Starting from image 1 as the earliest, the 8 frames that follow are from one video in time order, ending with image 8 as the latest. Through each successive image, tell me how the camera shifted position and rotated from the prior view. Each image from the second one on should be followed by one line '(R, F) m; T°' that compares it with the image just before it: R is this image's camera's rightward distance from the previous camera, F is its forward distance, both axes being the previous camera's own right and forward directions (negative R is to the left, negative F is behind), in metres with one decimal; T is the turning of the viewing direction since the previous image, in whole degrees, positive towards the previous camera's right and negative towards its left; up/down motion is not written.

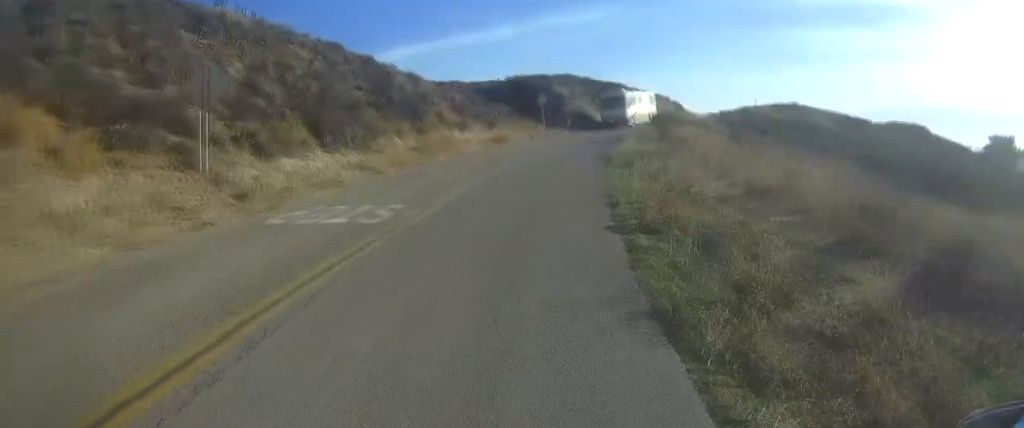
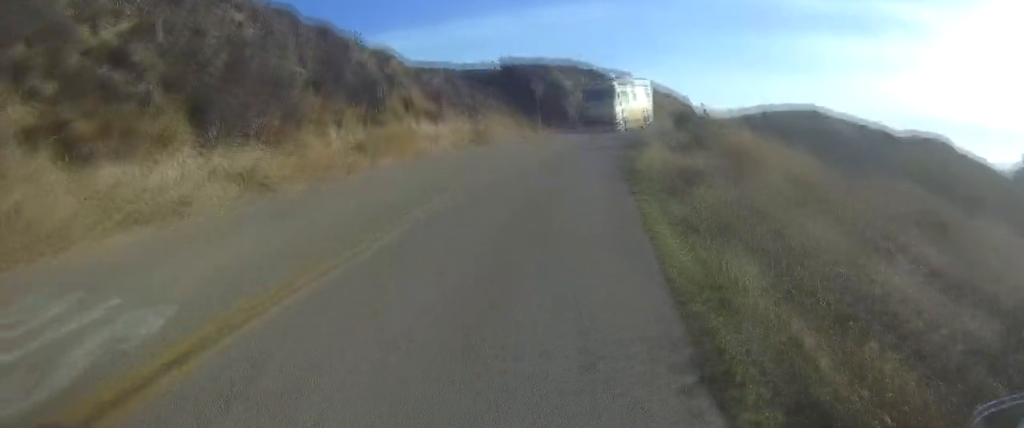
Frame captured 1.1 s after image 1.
(-0.3, +8.7) m; -2°
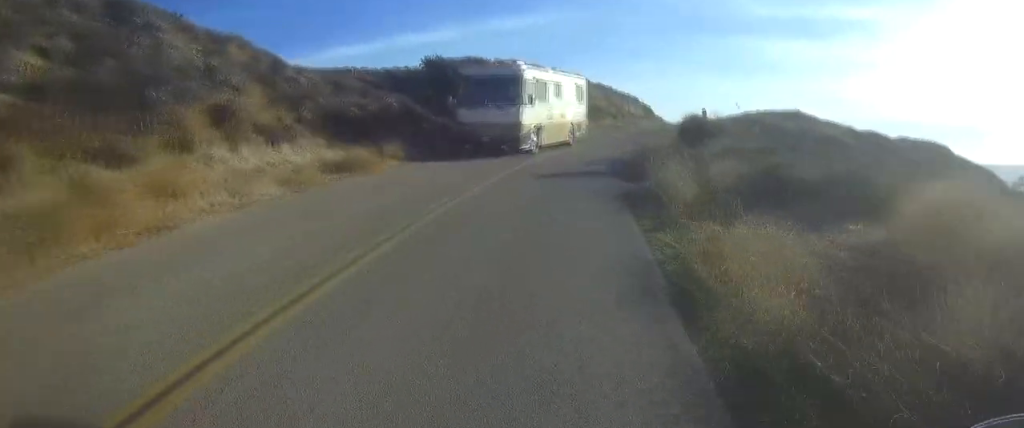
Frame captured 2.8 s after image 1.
(+0.6, +14.5) m; +6°
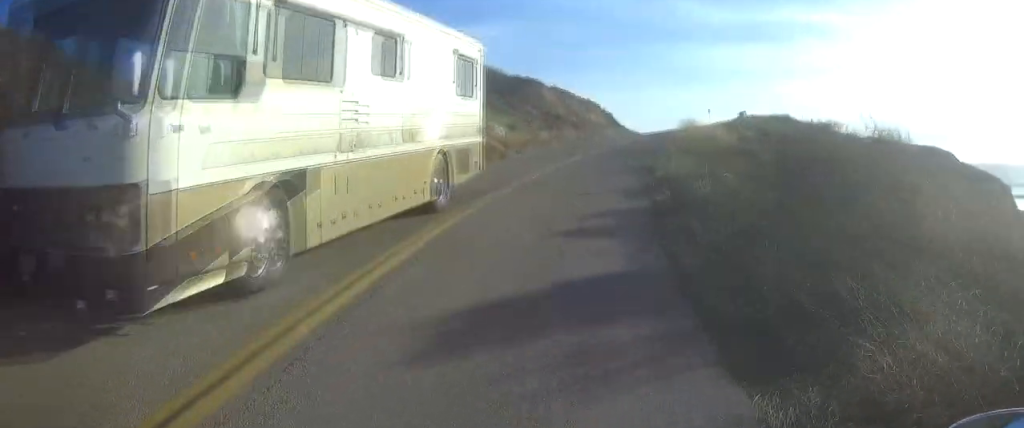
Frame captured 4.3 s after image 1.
(+0.4, +11.7) m; +5°
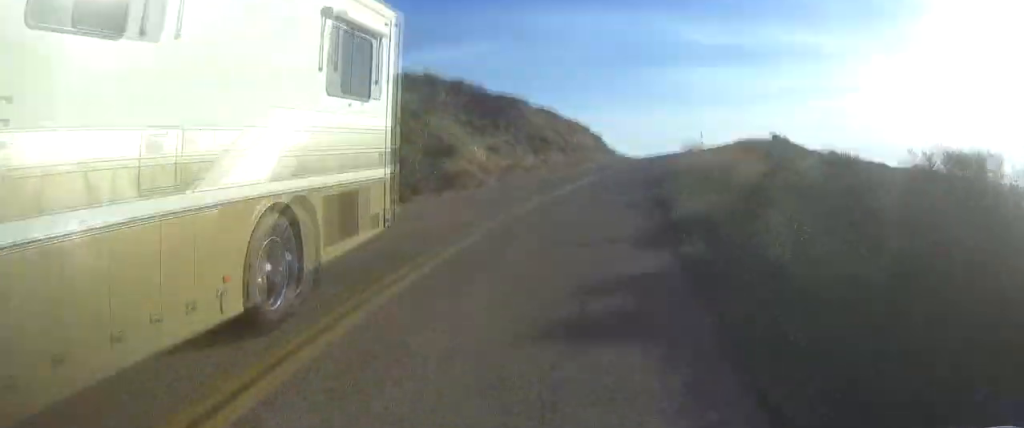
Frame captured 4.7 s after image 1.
(+0.1, +3.9) m; +3°
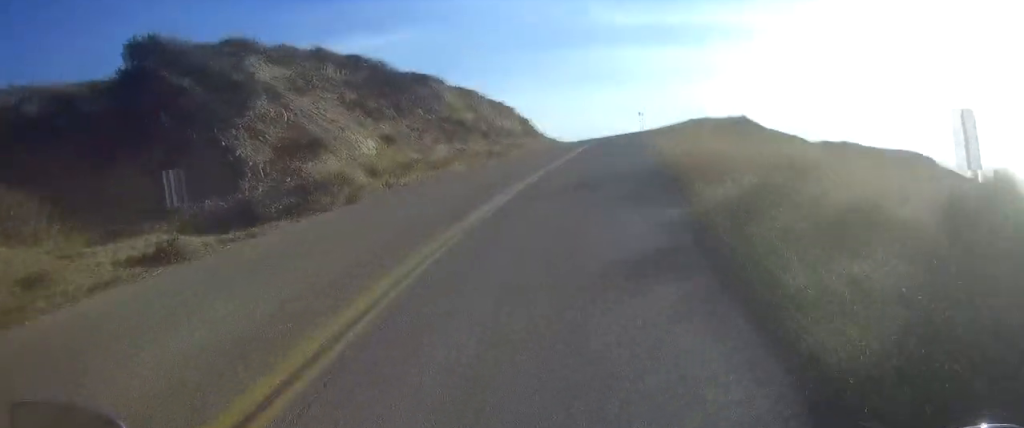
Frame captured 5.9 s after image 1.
(+0.7, +9.7) m; +8°
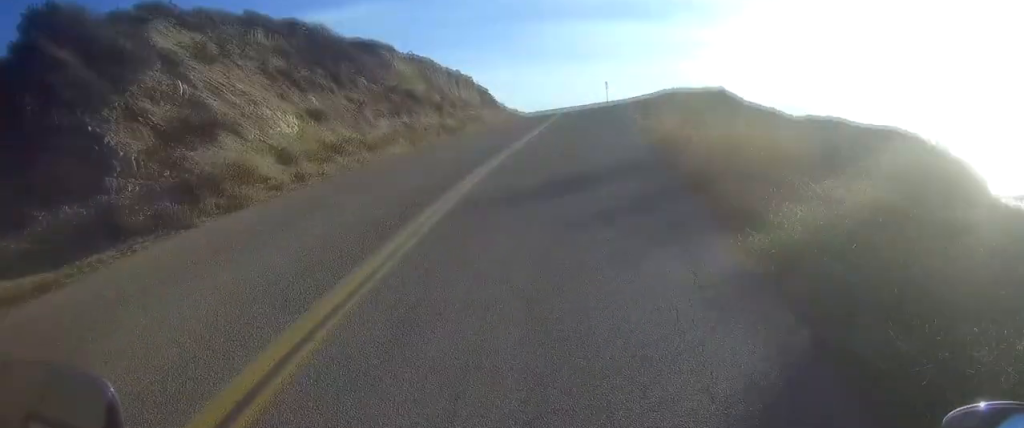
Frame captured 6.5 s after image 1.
(+0.2, +4.9) m; +3°
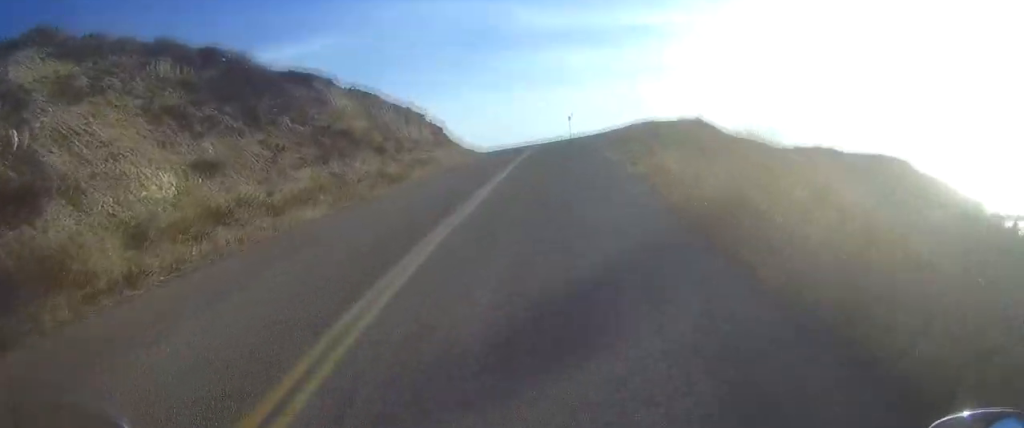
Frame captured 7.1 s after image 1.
(+0.2, +5.5) m; +2°
